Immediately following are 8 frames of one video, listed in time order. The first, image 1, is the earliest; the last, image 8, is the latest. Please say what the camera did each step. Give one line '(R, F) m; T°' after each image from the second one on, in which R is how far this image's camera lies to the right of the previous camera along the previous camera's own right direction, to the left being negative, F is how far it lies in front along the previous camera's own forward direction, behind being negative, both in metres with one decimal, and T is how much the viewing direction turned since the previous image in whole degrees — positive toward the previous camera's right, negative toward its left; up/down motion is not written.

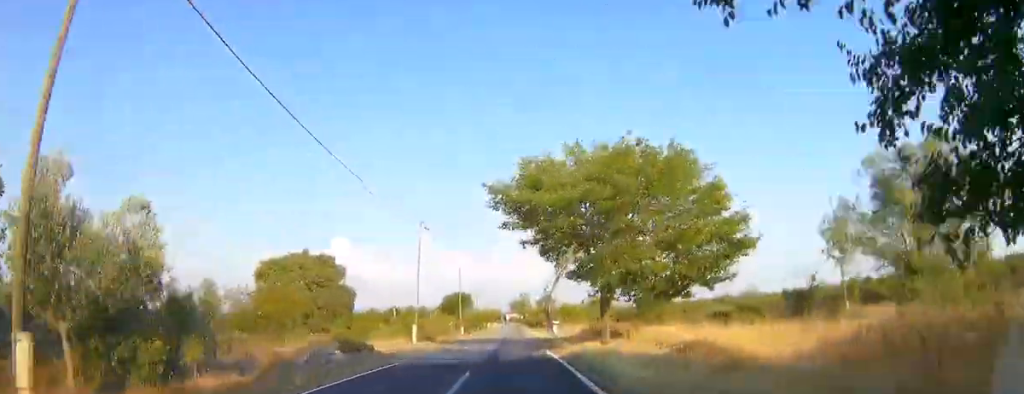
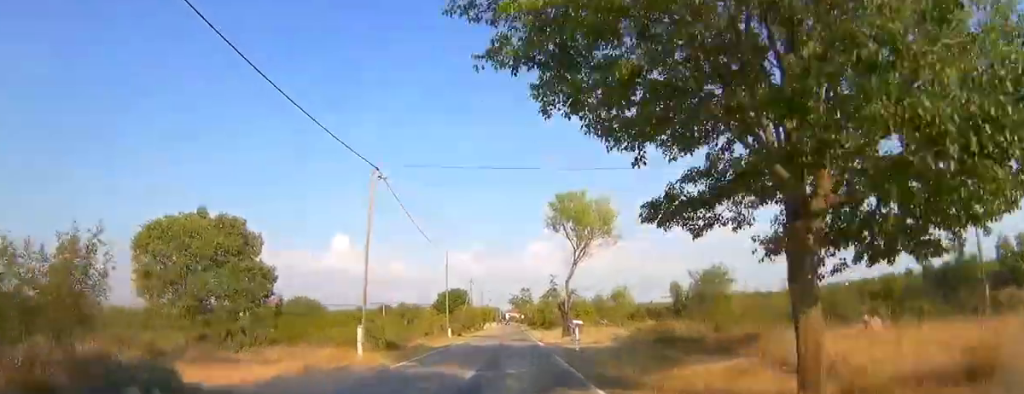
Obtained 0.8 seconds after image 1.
(0.0, +13.0) m; 0°
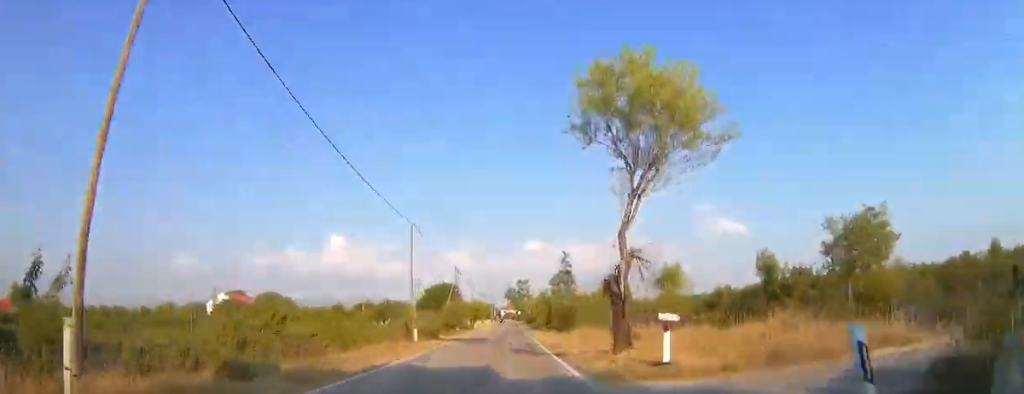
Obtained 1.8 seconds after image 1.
(0.0, +16.4) m; 0°
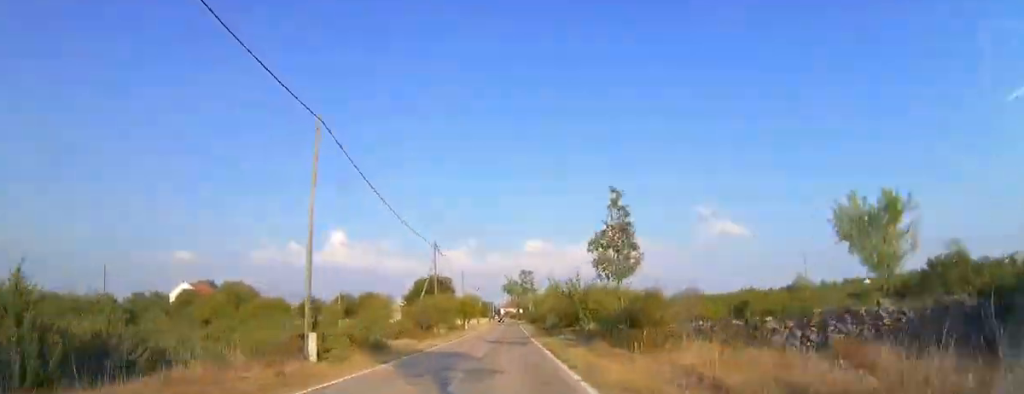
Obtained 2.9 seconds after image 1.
(-0.1, +18.8) m; 0°
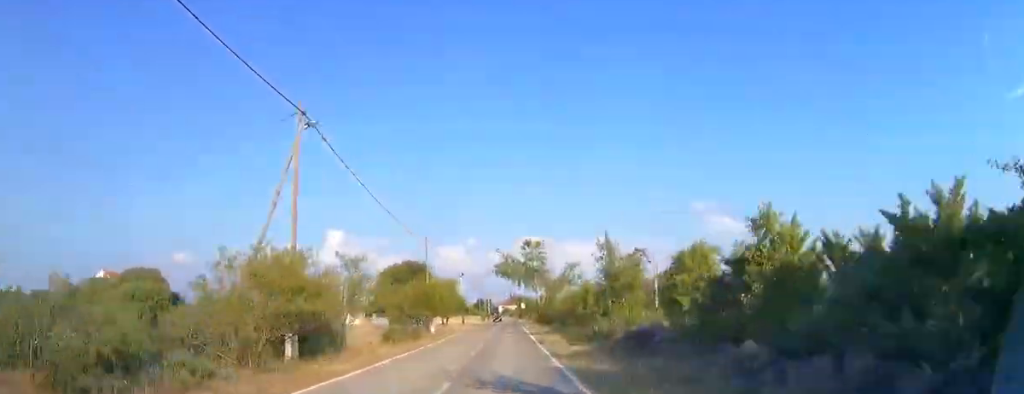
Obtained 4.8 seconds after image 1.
(-0.1, +31.1) m; 0°
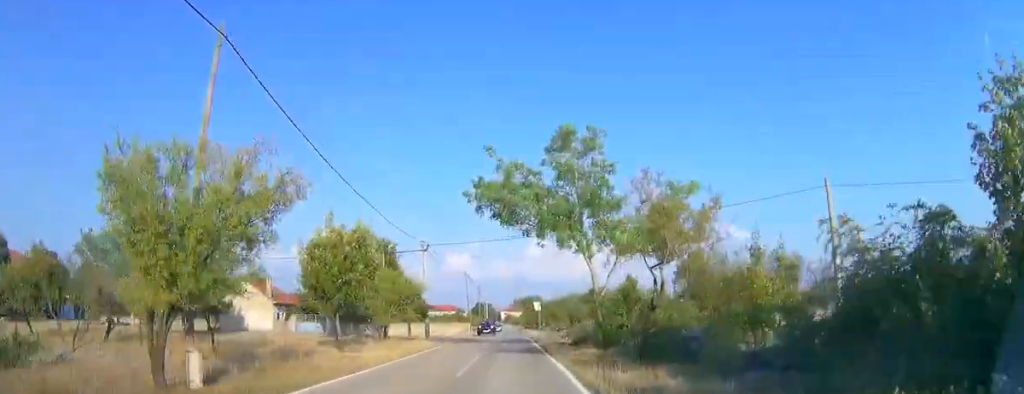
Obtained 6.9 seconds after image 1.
(+0.3, +35.2) m; +1°
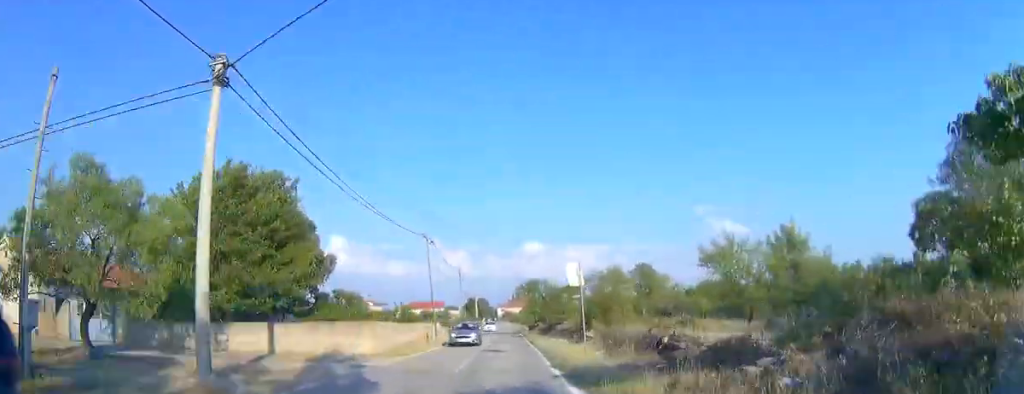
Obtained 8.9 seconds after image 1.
(+0.1, +31.4) m; -1°
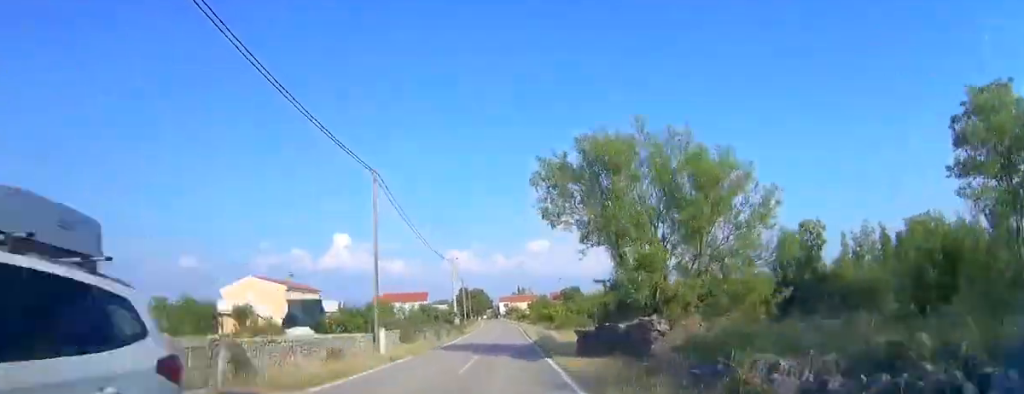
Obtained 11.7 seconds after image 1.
(-0.9, +45.2) m; -1°
